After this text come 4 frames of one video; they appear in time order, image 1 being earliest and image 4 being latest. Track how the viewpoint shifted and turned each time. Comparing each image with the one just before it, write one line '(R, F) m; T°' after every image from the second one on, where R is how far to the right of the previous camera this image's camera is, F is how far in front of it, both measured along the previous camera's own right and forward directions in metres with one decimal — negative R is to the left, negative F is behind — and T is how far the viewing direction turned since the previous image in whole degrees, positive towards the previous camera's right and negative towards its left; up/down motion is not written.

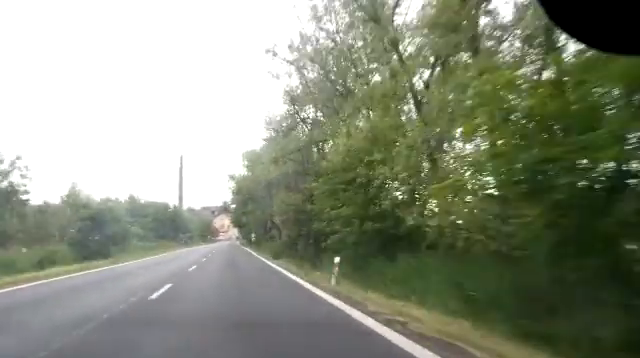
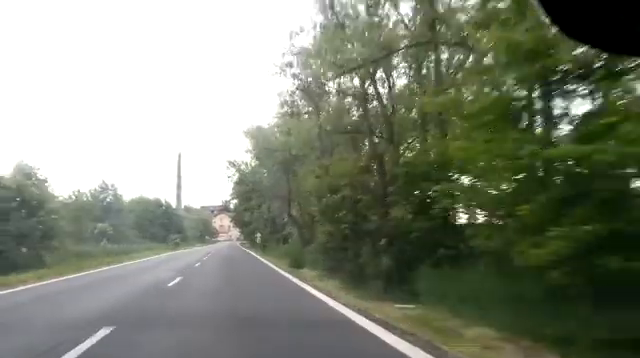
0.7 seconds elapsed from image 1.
(-0.1, +15.0) m; 0°
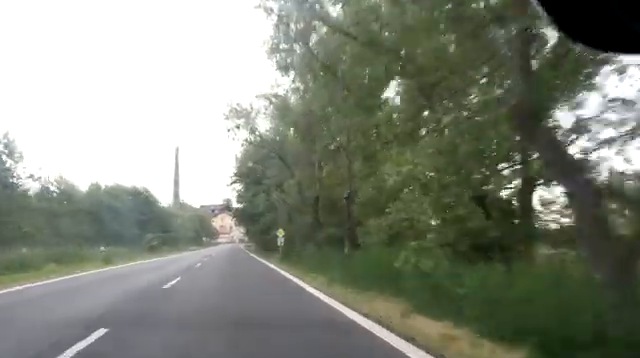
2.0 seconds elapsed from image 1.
(0.0, +27.2) m; 0°
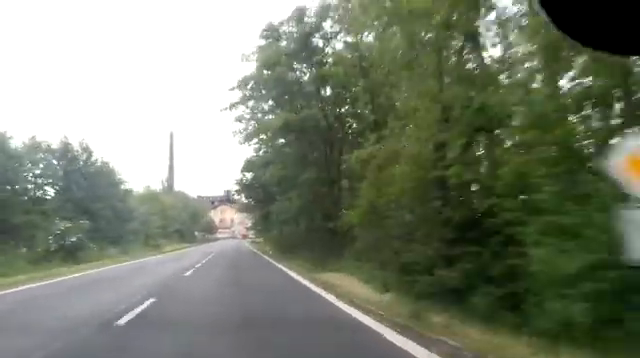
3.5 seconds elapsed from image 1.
(-0.1, +32.9) m; 0°
